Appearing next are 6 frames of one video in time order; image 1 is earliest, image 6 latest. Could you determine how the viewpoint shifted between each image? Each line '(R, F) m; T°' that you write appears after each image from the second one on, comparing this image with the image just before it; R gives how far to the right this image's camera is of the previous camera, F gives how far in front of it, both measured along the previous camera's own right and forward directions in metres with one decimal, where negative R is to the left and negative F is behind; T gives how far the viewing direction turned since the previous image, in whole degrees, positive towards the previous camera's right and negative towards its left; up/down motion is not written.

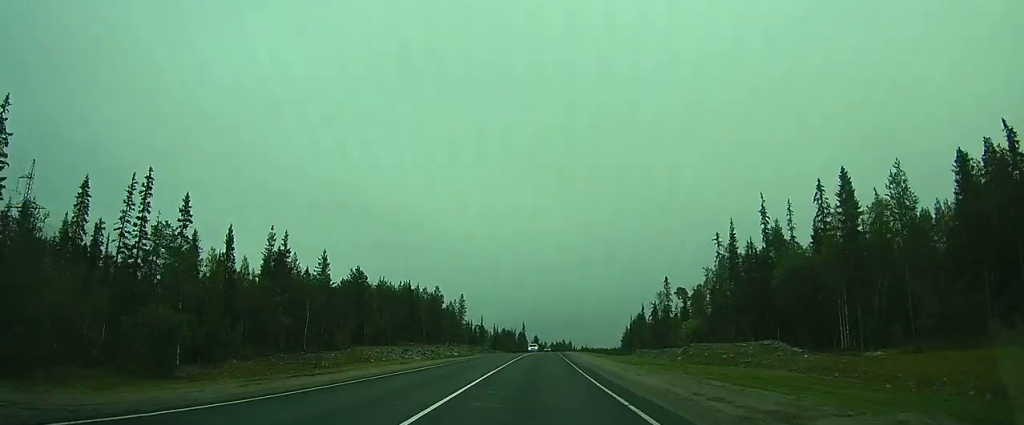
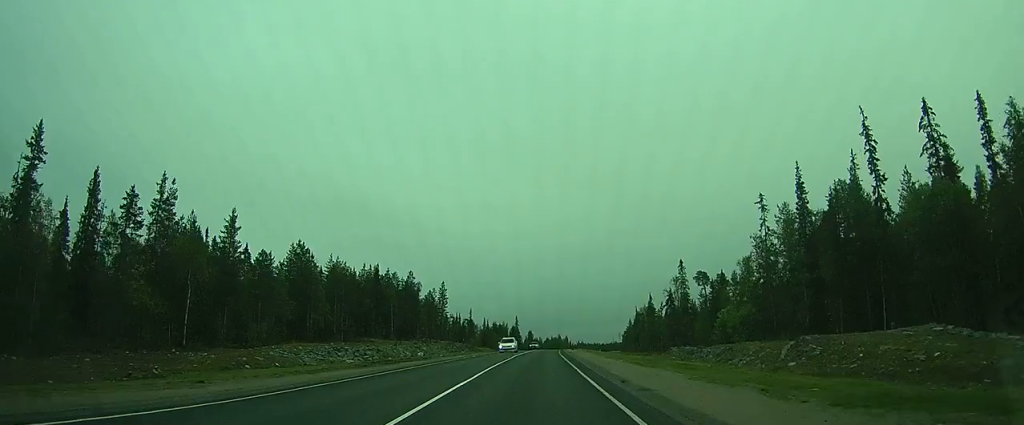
(+0.3, +22.7) m; +2°
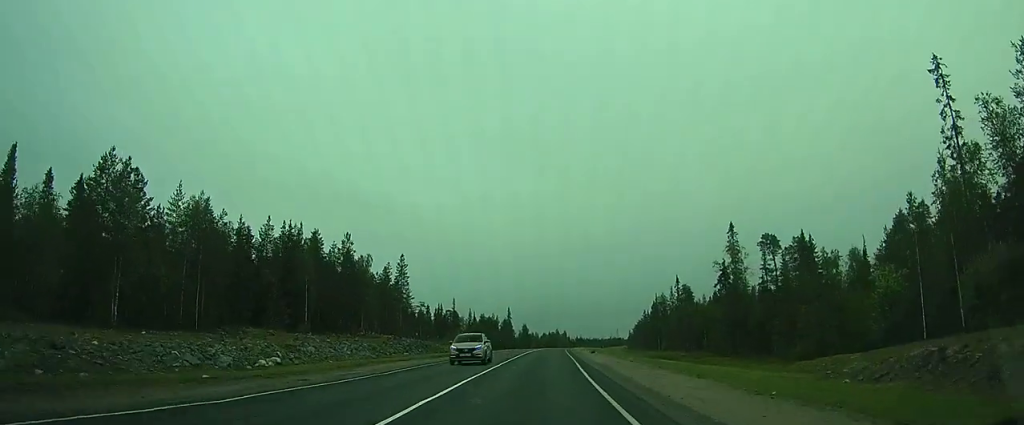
(+1.5, +36.5) m; +4°
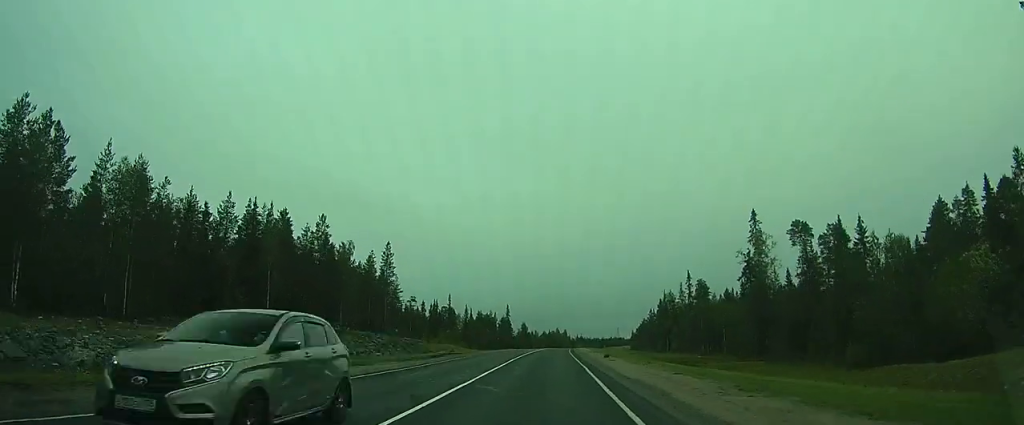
(0.0, +9.7) m; 0°
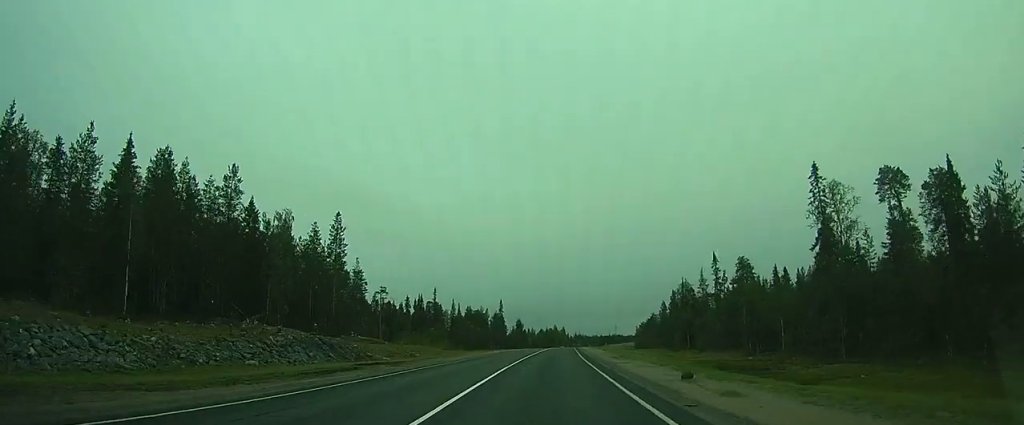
(0.0, +21.0) m; 0°
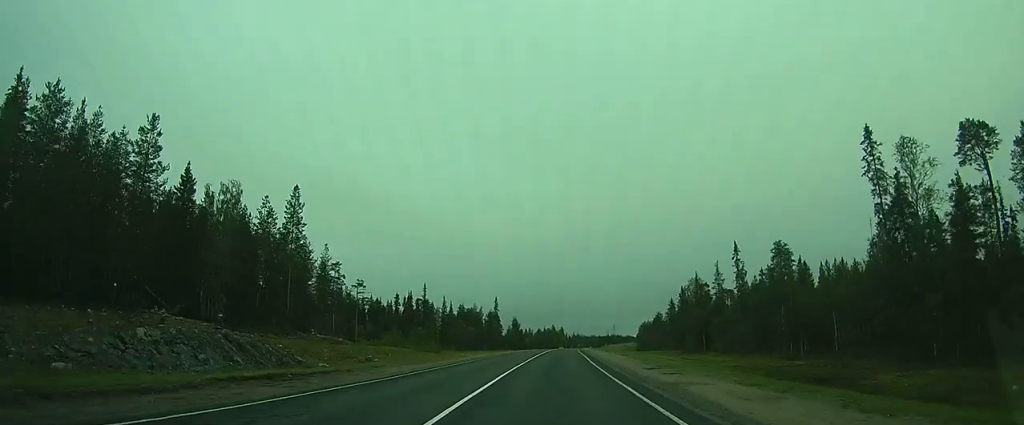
(0.0, +12.1) m; 0°
